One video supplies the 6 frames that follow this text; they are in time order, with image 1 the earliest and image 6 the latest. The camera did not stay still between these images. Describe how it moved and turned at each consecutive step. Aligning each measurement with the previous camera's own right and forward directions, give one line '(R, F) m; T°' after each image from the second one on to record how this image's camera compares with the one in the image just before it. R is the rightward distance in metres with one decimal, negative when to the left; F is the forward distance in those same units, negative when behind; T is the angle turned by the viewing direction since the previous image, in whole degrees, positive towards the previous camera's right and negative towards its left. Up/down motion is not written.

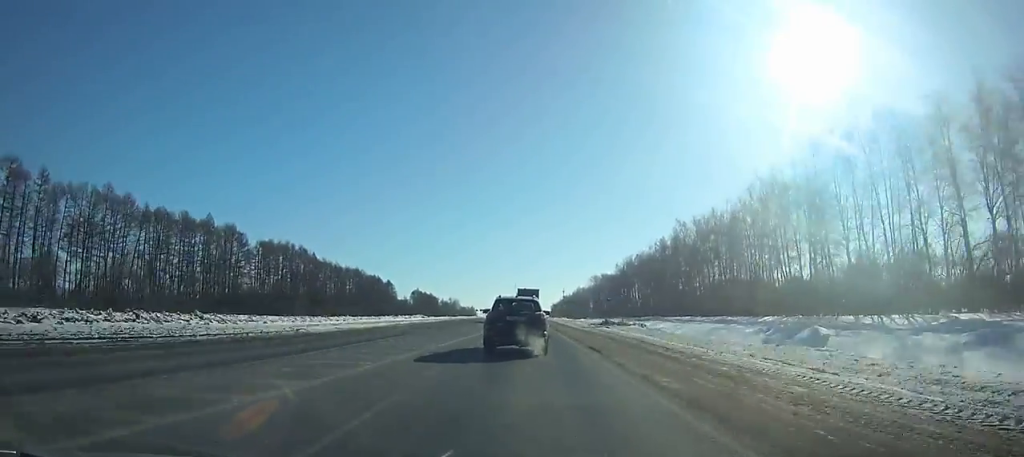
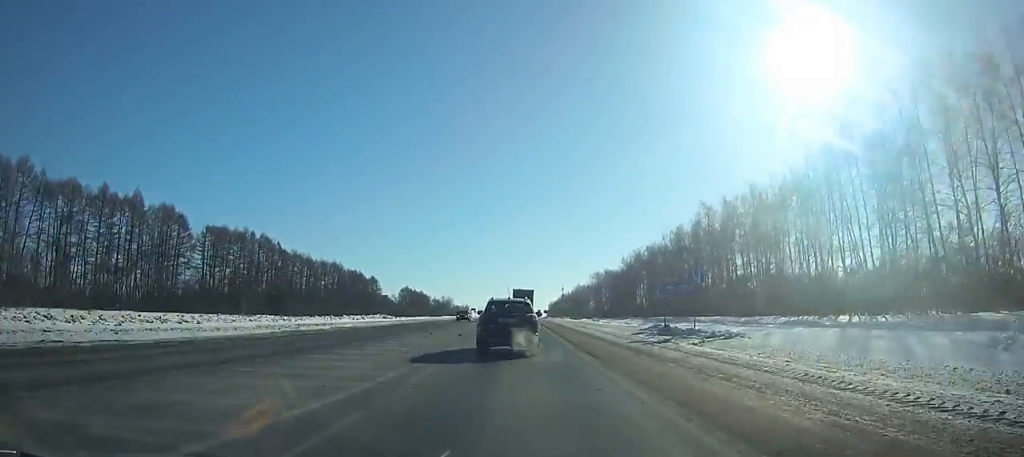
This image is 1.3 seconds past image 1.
(0.0, +26.7) m; 0°
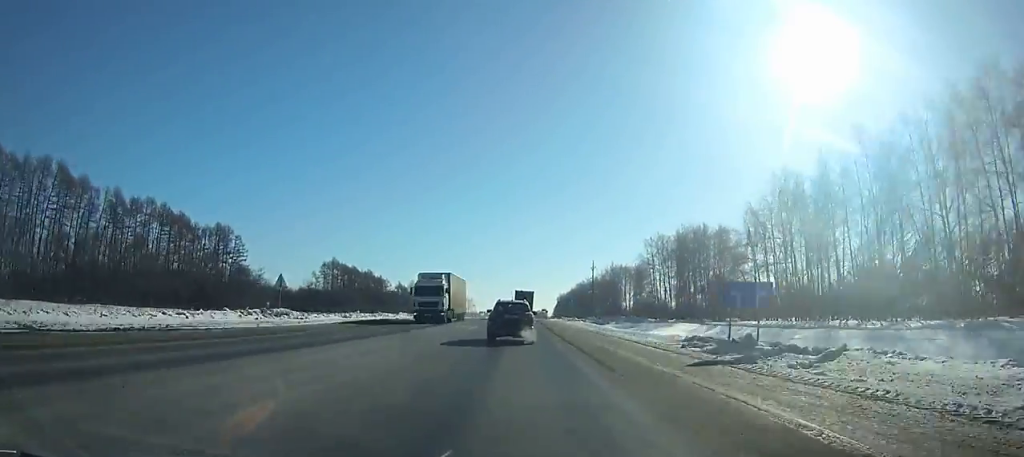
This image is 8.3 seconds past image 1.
(-0.9, +142.9) m; 0°
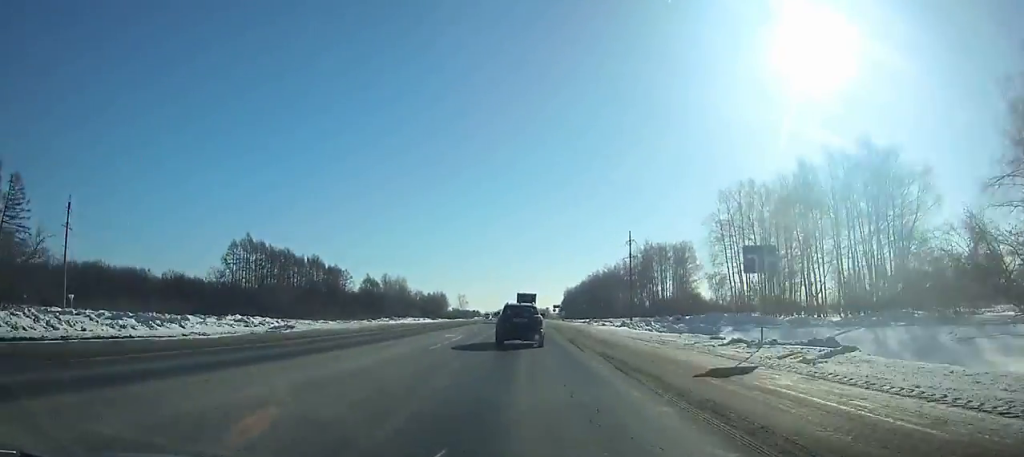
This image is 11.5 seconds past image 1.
(+0.1, +62.8) m; 0°
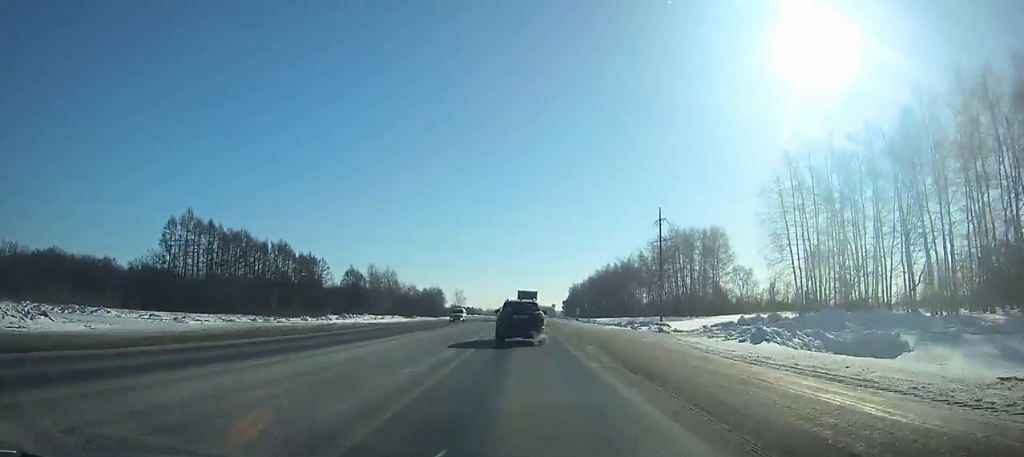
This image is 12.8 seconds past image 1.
(0.0, +25.3) m; 0°
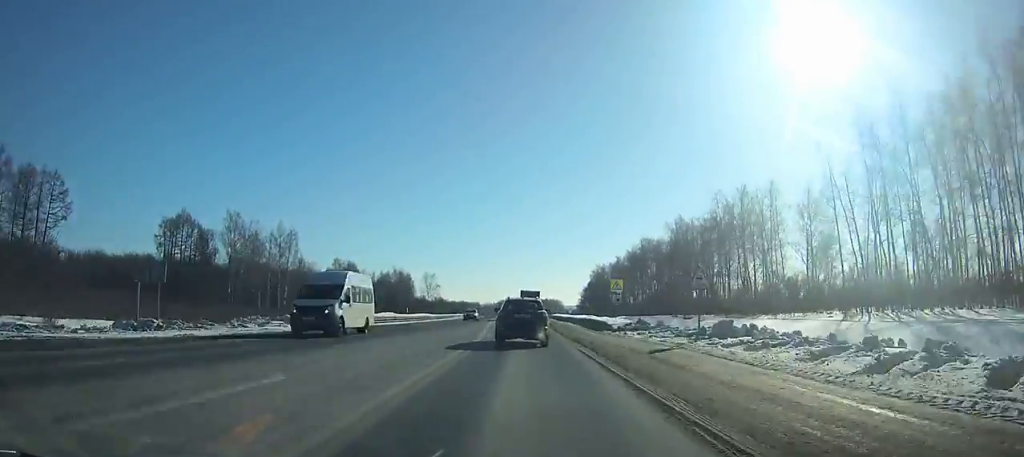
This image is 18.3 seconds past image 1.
(0.0, +113.5) m; 0°
